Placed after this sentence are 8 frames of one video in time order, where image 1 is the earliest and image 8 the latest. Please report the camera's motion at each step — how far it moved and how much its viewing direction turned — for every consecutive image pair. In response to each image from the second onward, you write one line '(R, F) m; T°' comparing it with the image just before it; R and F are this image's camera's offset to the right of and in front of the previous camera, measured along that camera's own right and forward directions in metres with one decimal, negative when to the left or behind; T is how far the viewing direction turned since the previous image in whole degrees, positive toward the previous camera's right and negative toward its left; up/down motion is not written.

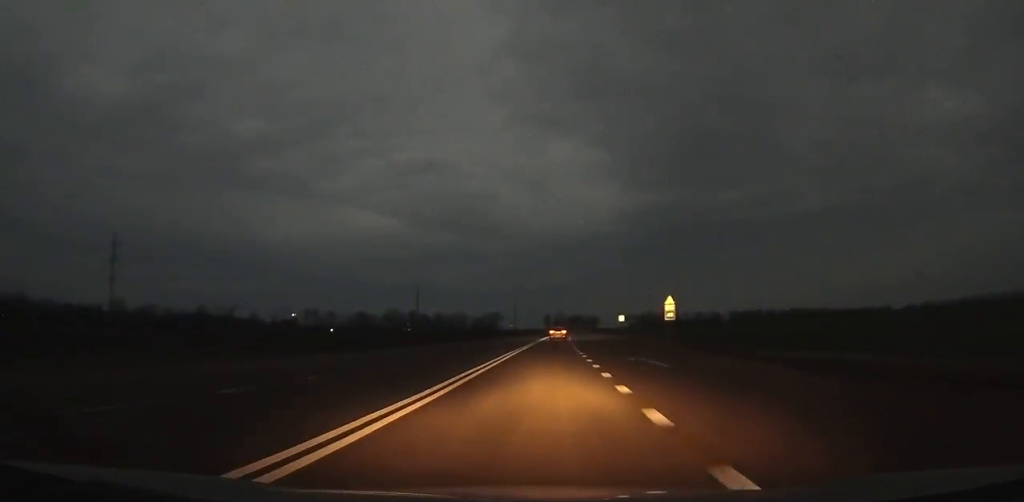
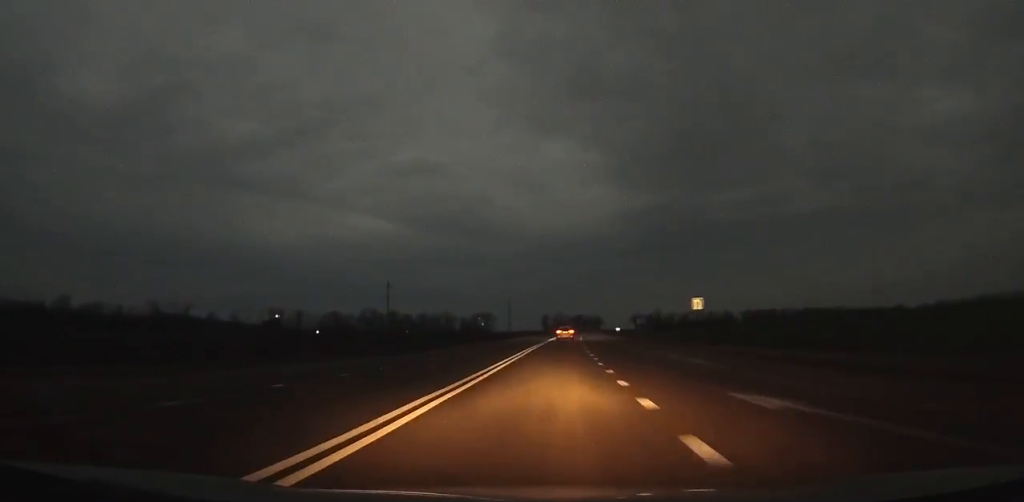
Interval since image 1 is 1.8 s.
(0.0, +46.5) m; +1°
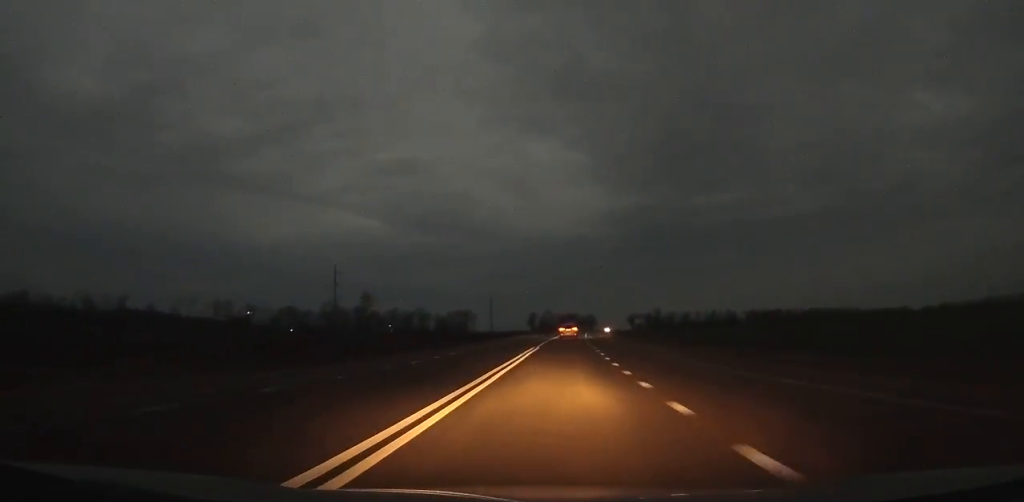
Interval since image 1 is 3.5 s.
(0.0, +44.0) m; +1°
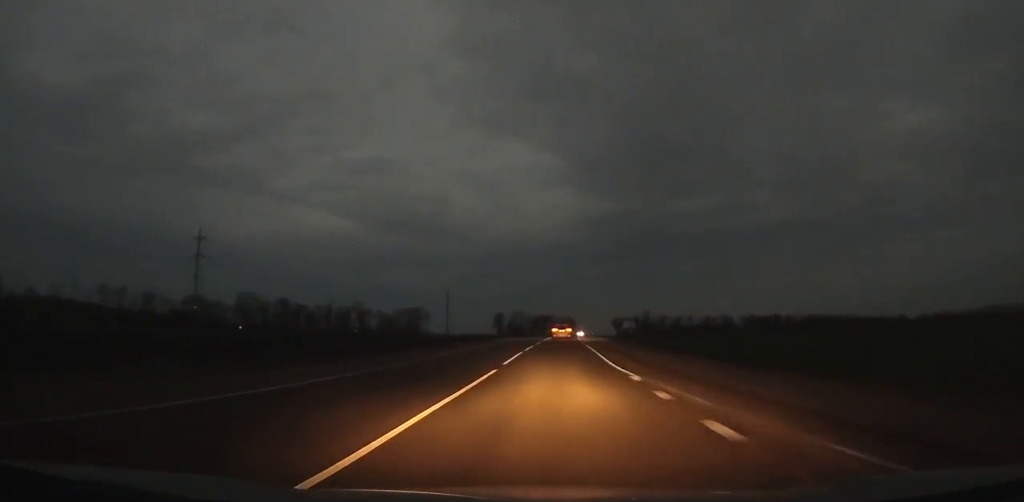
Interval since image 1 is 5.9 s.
(+1.4, +62.1) m; +2°
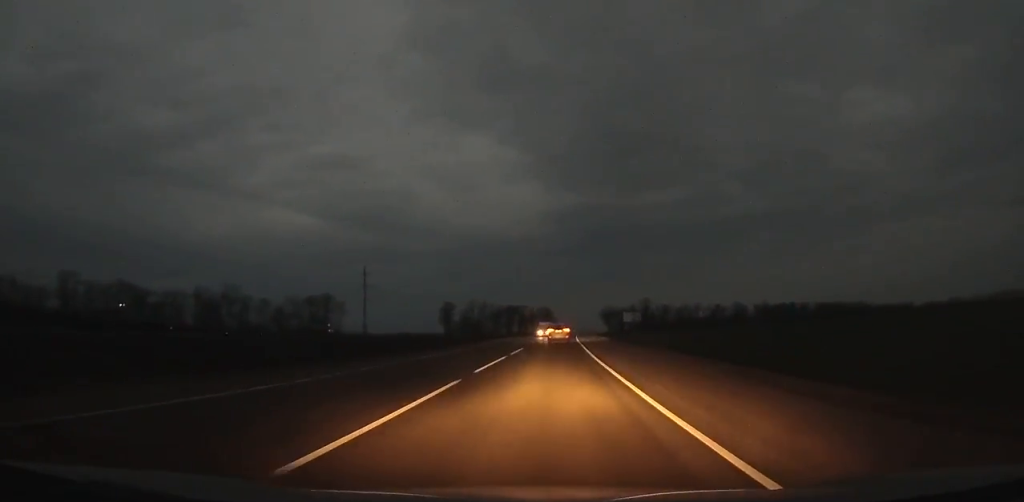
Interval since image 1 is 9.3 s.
(+2.0, +87.7) m; +2°
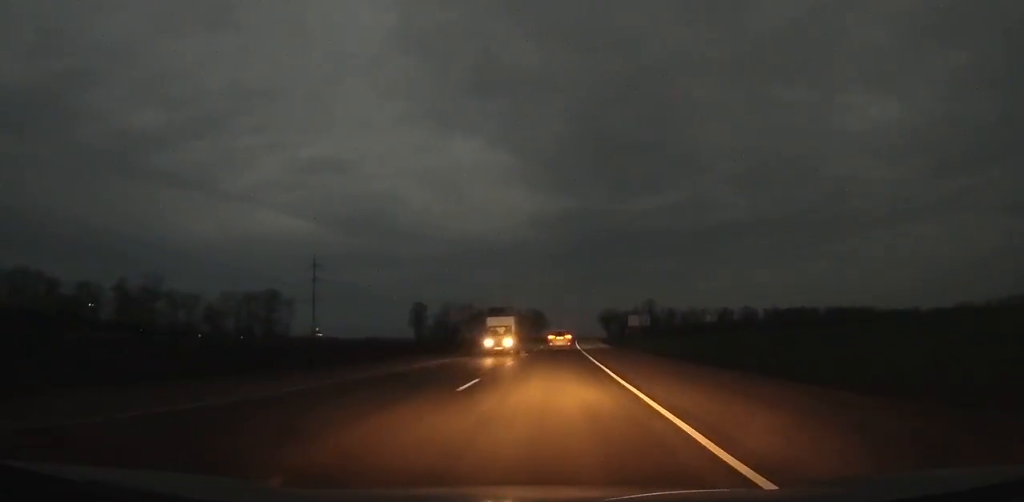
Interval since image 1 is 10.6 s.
(+0.2, +33.2) m; +1°
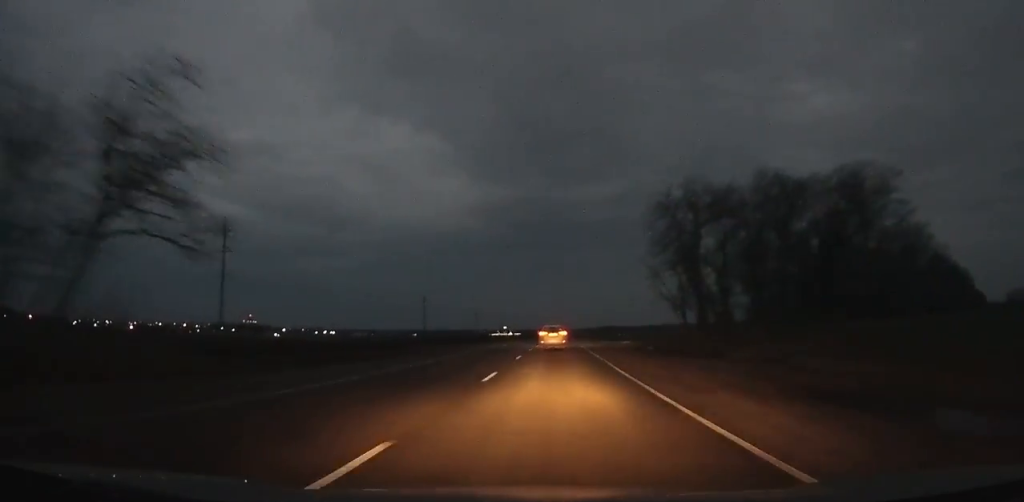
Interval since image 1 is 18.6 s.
(+7.2, +200.7) m; +4°
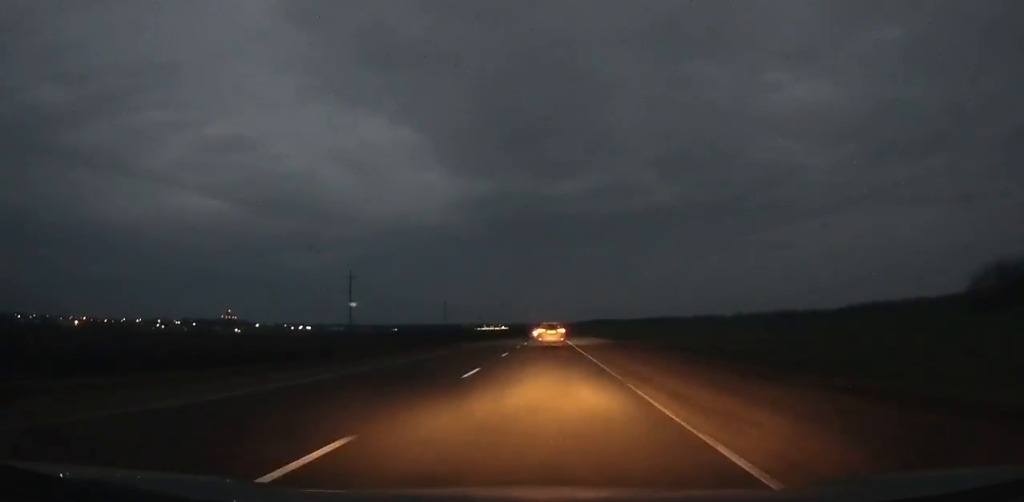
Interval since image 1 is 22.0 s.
(+1.2, +84.0) m; +1°
